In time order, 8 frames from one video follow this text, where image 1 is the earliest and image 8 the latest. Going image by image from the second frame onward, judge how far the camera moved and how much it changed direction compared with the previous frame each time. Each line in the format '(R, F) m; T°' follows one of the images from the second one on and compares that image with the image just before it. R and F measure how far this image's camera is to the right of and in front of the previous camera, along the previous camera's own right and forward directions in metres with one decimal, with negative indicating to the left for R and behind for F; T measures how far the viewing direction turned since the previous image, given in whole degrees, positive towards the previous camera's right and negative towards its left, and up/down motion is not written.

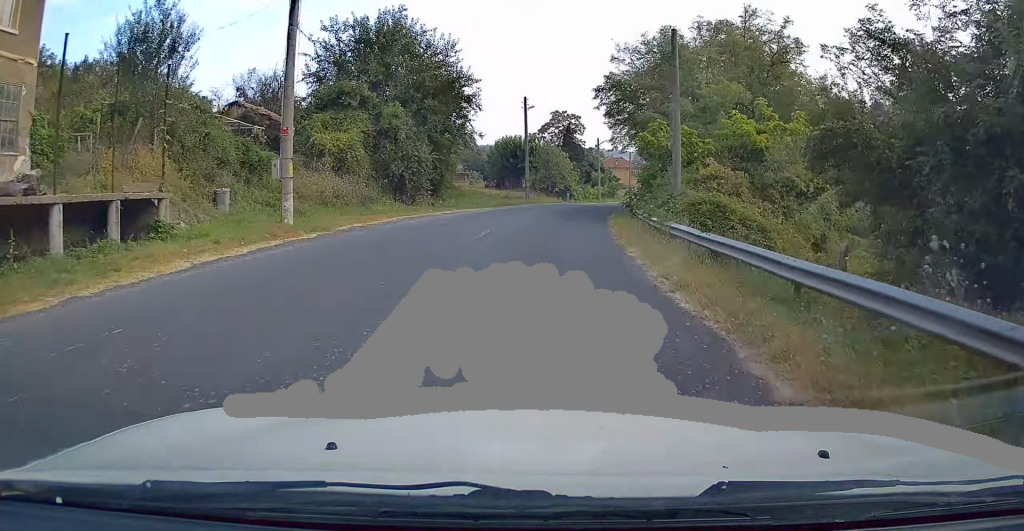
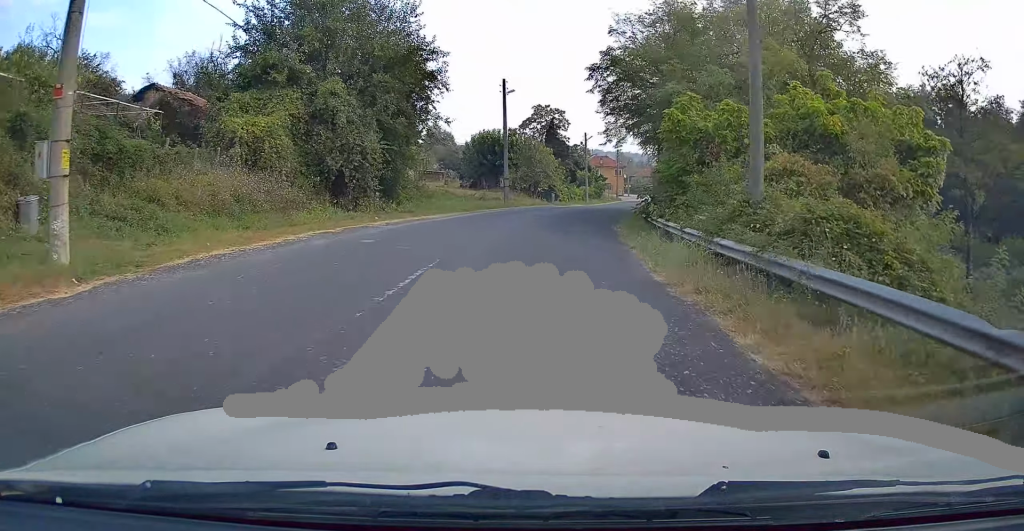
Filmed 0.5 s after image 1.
(+0.2, +8.1) m; +3°
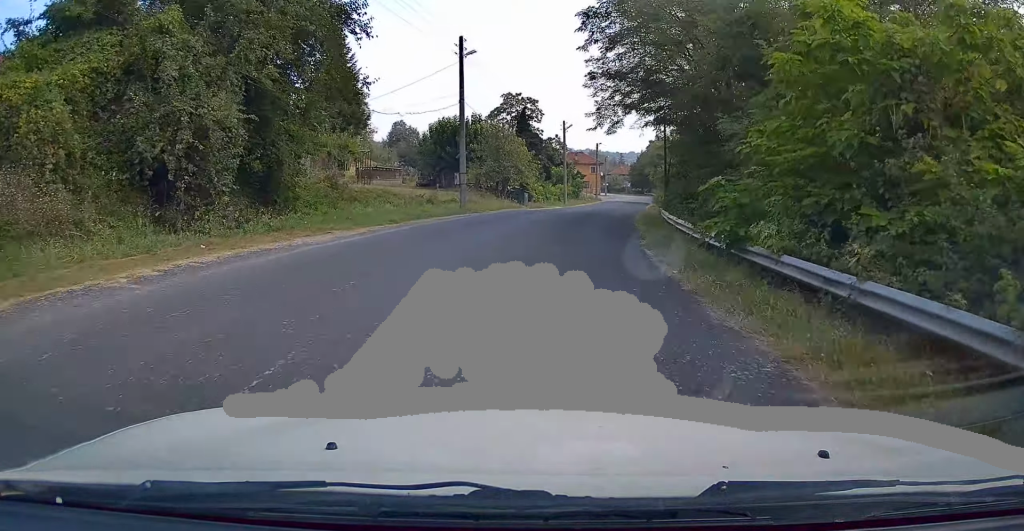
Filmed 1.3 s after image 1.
(+0.4, +11.6) m; +4°
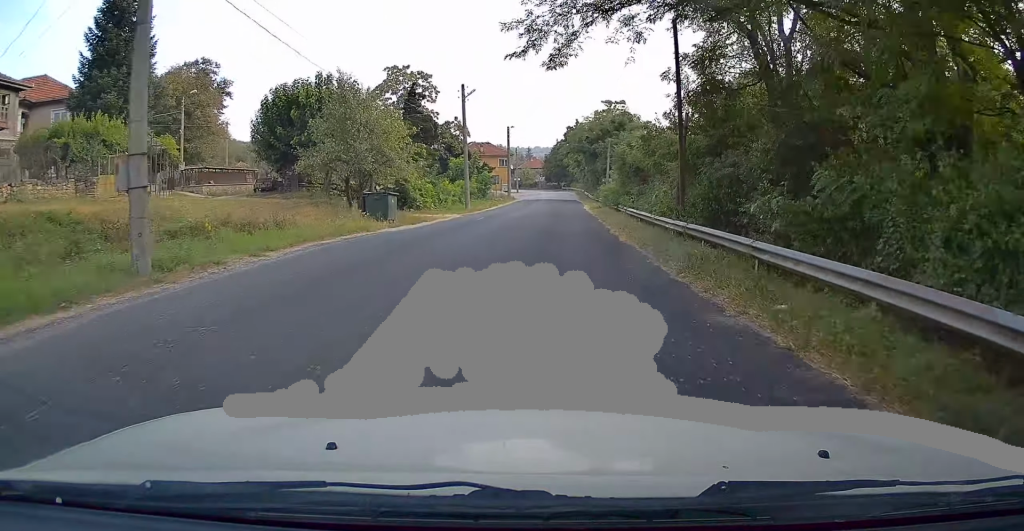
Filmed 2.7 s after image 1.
(+1.1, +21.0) m; +5°
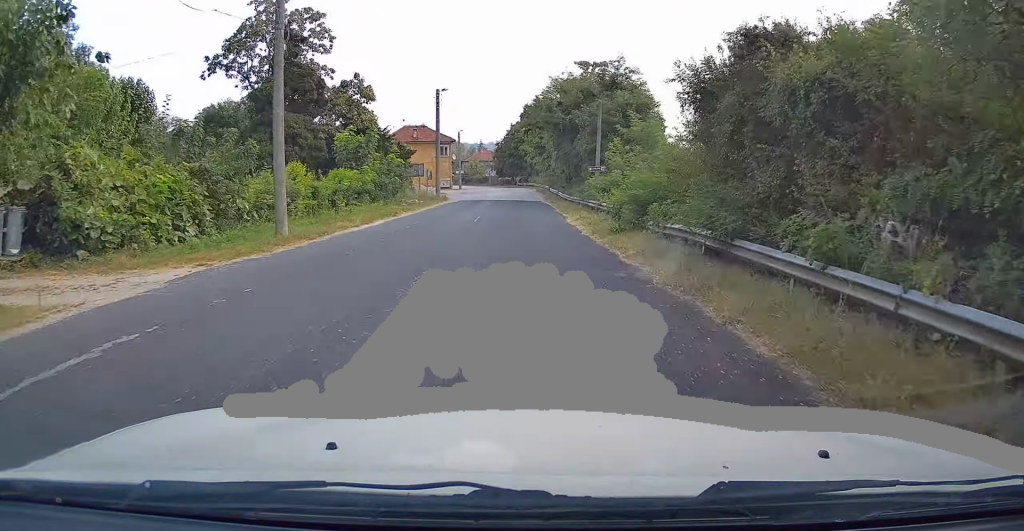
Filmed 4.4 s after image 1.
(+1.6, +24.8) m; +7°
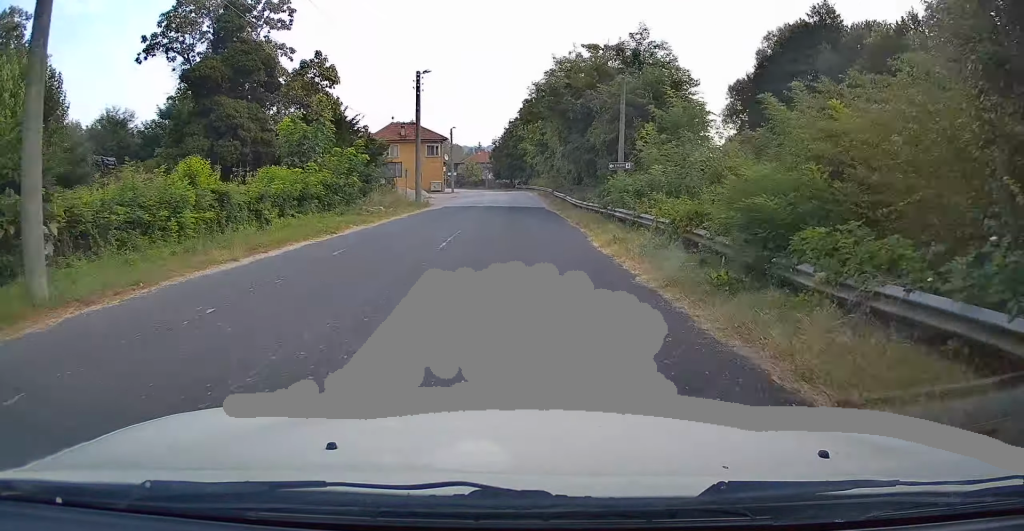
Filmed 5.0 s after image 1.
(+0.2, +8.8) m; +1°
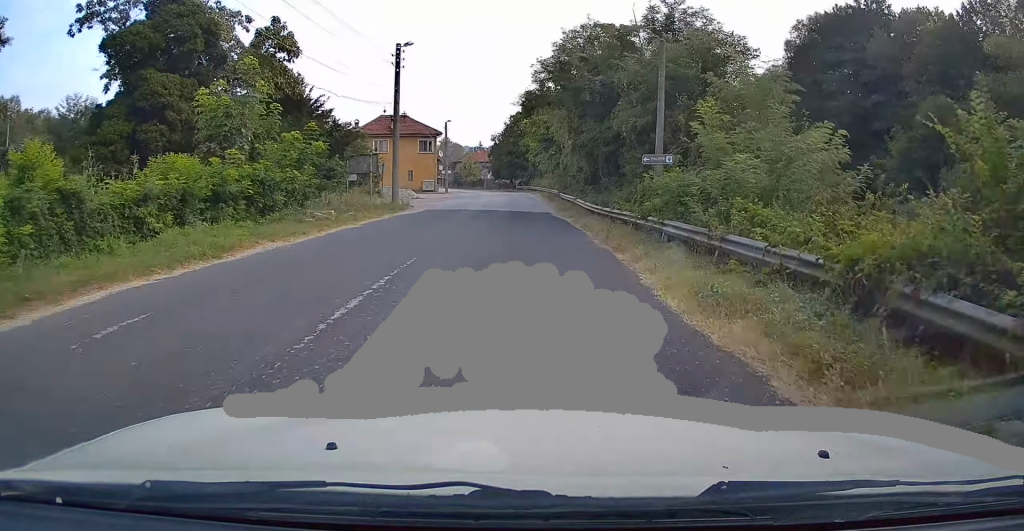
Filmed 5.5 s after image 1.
(0.0, +7.4) m; +1°
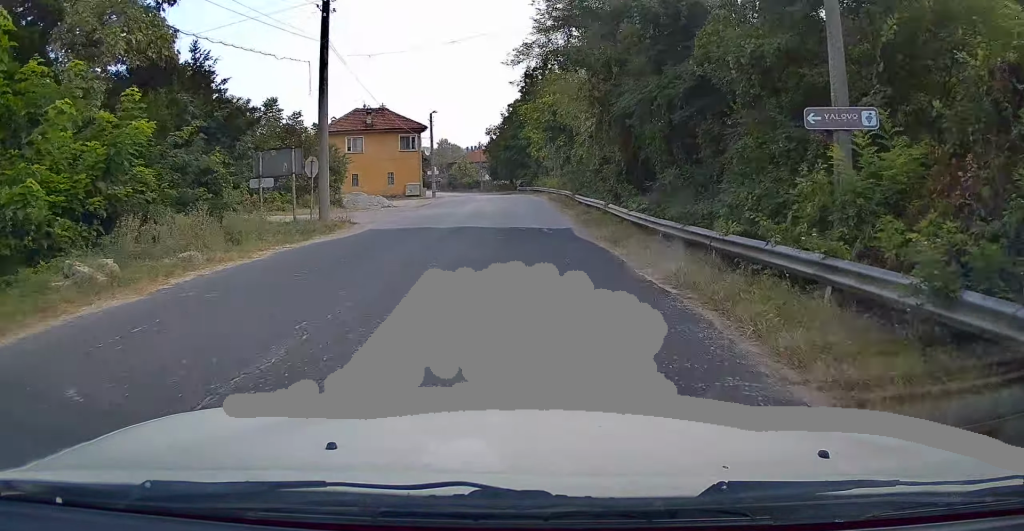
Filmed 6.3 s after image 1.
(+0.2, +11.9) m; -1°
